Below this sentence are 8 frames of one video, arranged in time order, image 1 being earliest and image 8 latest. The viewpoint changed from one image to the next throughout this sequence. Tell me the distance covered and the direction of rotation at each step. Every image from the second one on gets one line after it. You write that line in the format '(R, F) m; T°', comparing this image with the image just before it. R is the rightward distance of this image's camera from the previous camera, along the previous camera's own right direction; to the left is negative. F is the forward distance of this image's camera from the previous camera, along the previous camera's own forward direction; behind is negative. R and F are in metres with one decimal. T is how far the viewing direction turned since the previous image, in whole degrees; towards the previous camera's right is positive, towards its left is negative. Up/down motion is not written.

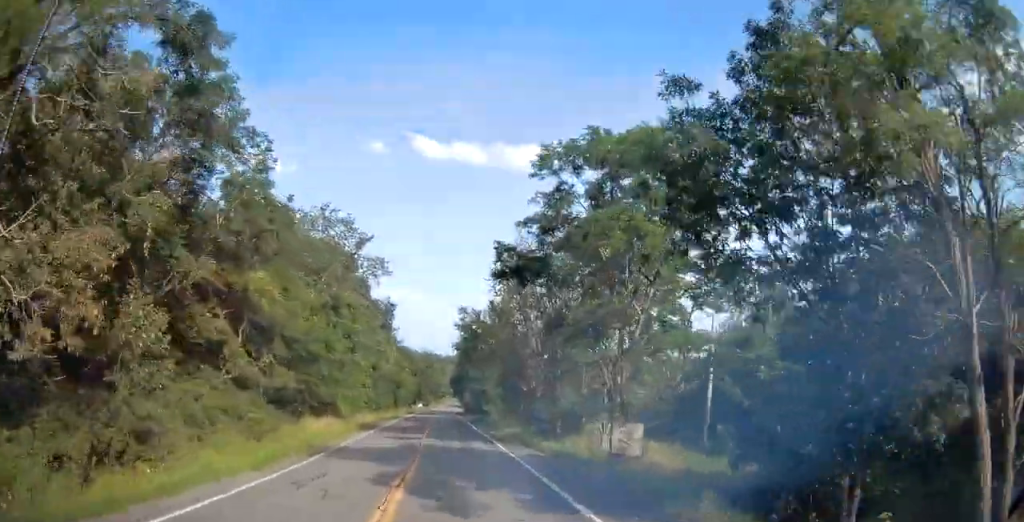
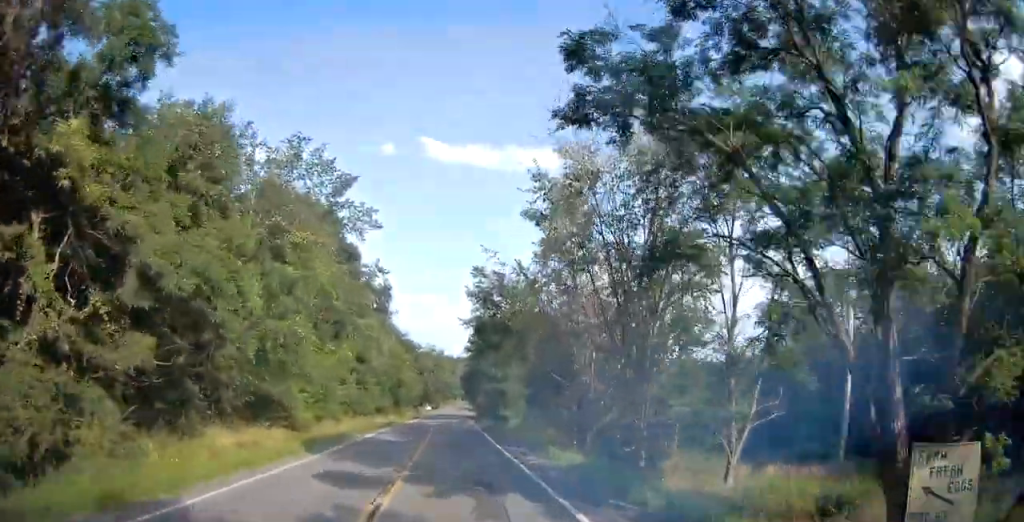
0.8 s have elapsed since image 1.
(-0.4, +14.9) m; -4°
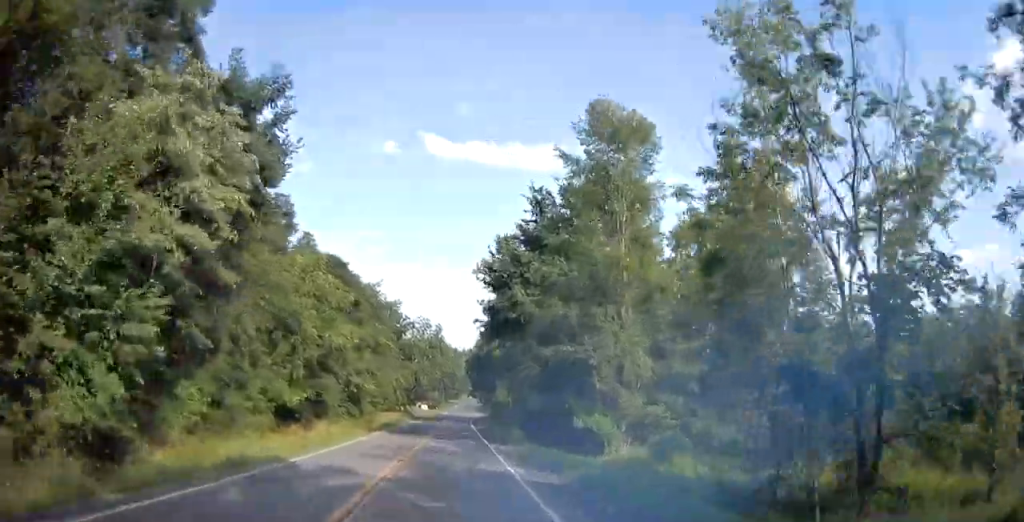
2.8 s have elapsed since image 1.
(-1.6, +38.4) m; +2°
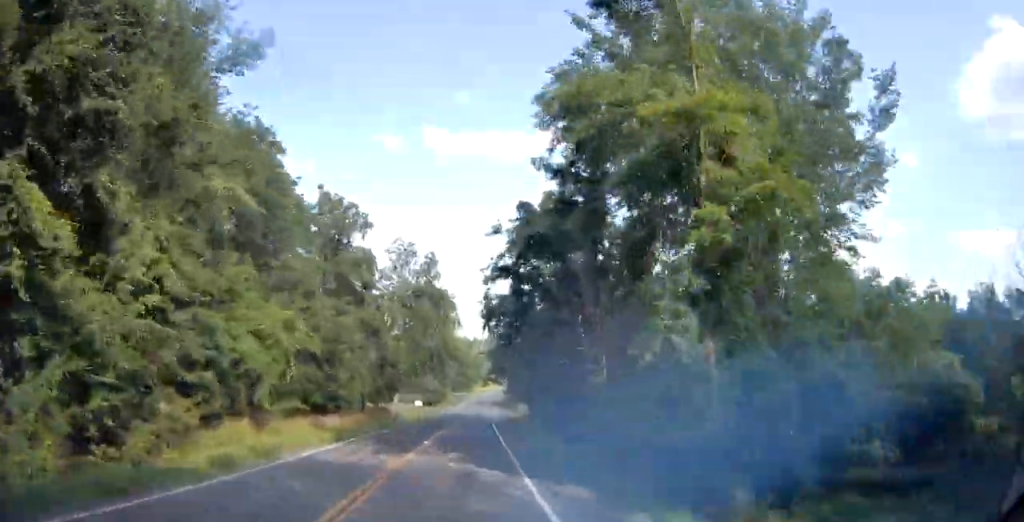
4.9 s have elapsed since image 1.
(+2.5, +43.6) m; +3°
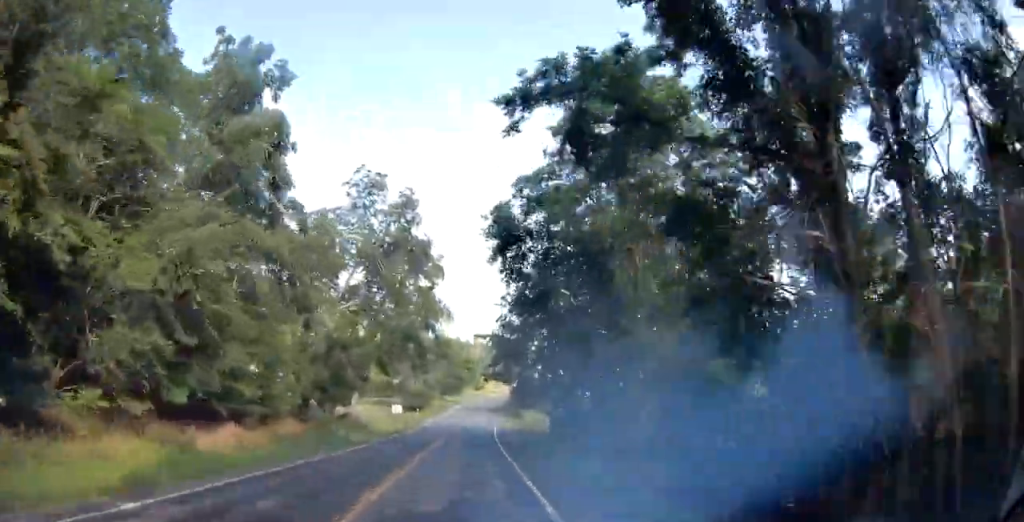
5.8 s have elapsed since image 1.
(0.0, +17.7) m; 0°
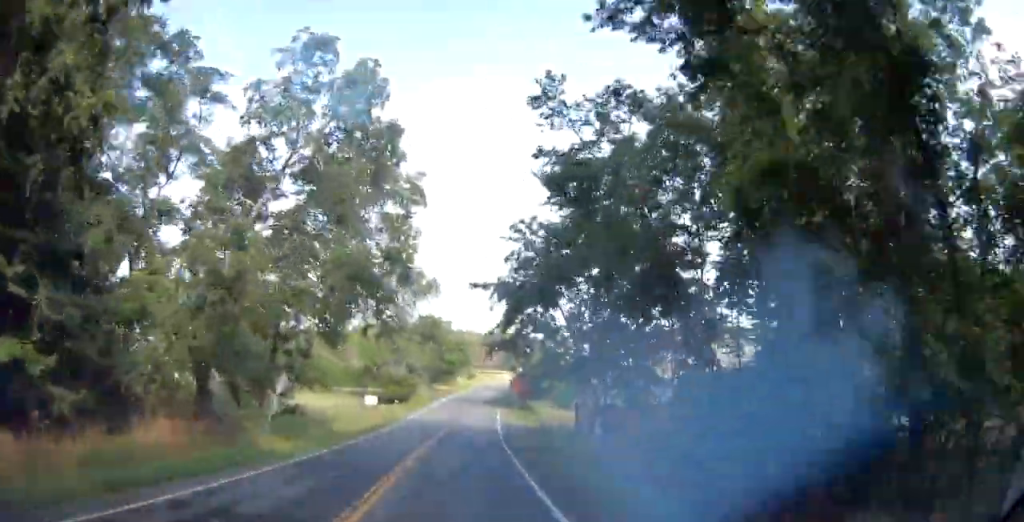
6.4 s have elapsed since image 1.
(0.0, +14.3) m; 0°
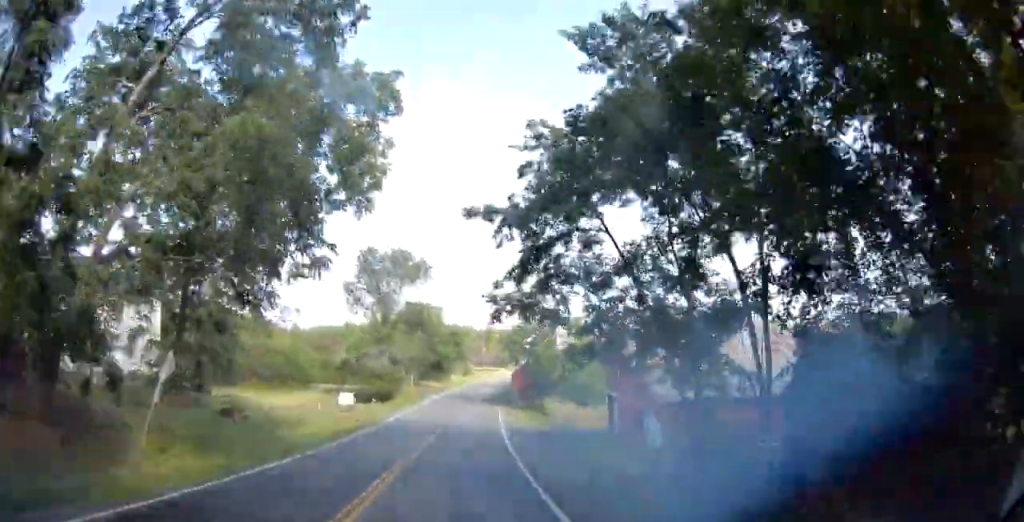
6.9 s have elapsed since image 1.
(+0.1, +9.5) m; 0°
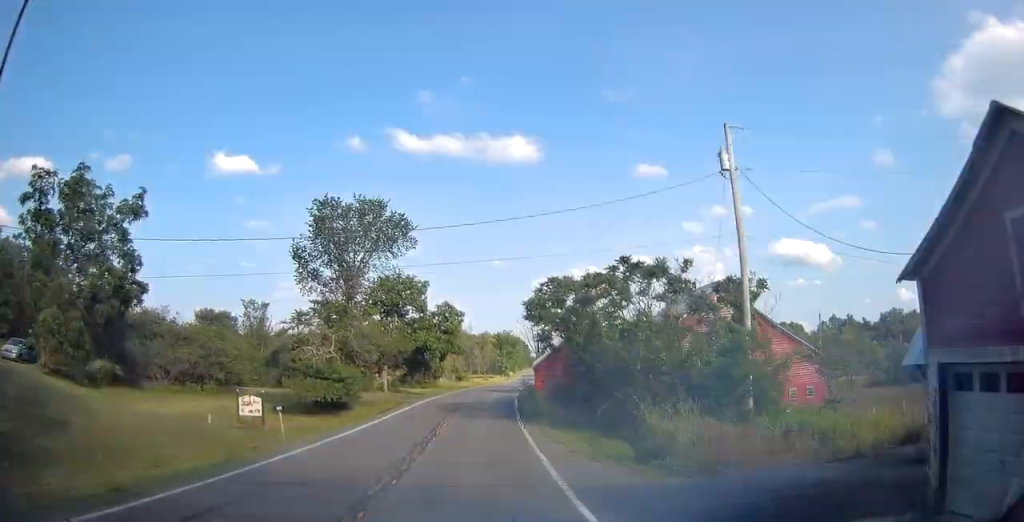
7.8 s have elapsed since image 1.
(0.0, +19.8) m; 0°
